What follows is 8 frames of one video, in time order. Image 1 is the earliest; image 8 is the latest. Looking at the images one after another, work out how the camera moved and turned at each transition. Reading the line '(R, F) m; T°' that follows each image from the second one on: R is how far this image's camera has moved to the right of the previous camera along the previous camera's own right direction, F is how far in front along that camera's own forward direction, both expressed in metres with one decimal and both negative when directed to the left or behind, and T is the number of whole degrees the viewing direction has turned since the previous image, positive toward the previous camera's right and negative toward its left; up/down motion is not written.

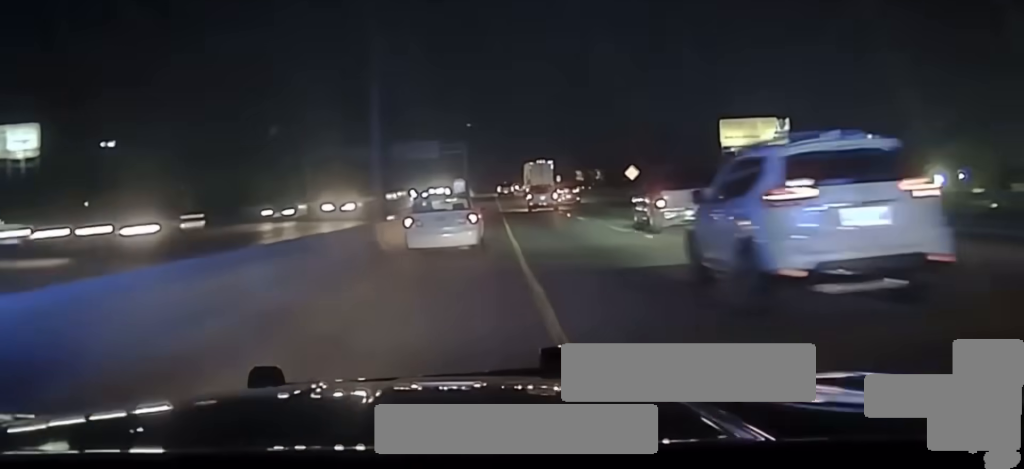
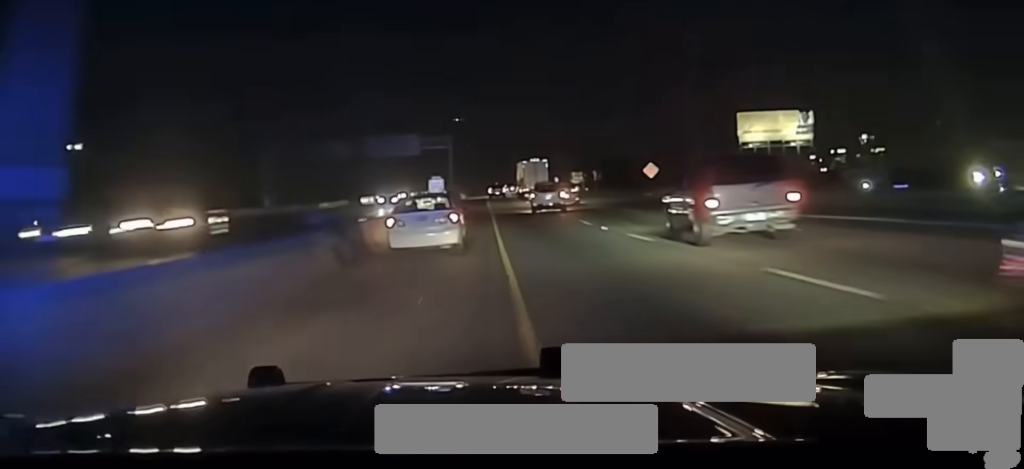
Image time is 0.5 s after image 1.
(-0.1, +18.8) m; 0°
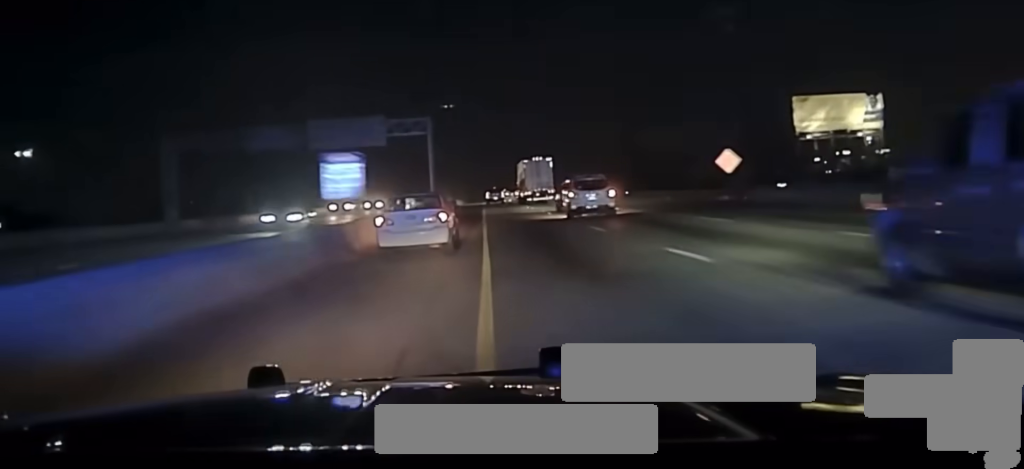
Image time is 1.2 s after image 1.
(-0.3, +30.3) m; 0°
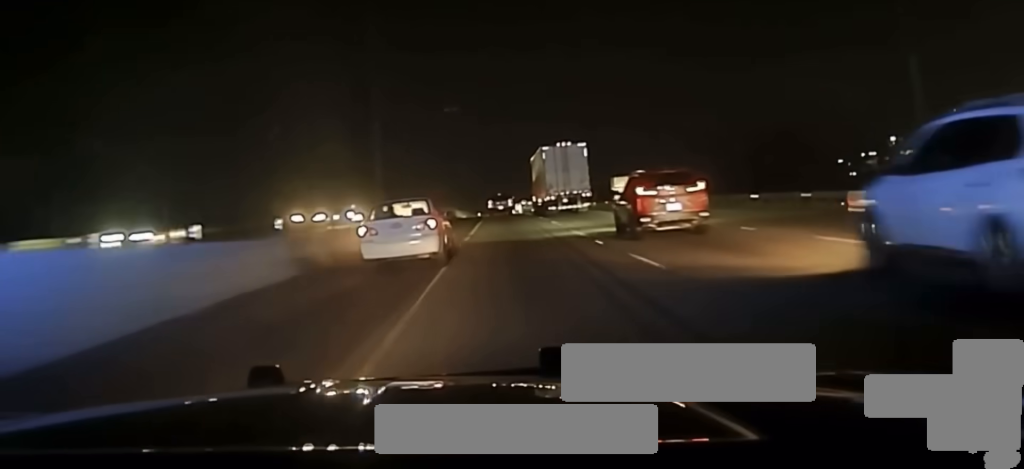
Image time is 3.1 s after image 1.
(+1.5, +75.5) m; +1°
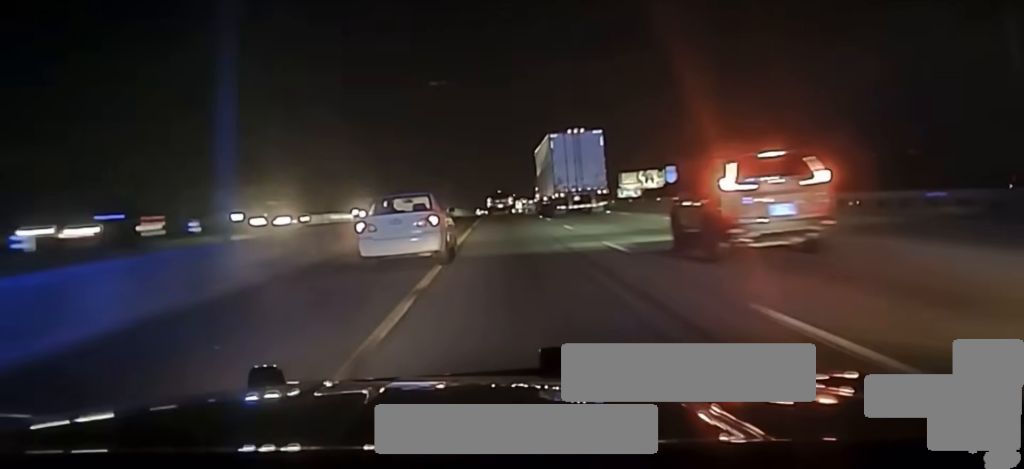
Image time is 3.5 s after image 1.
(-0.3, +20.1) m; -1°
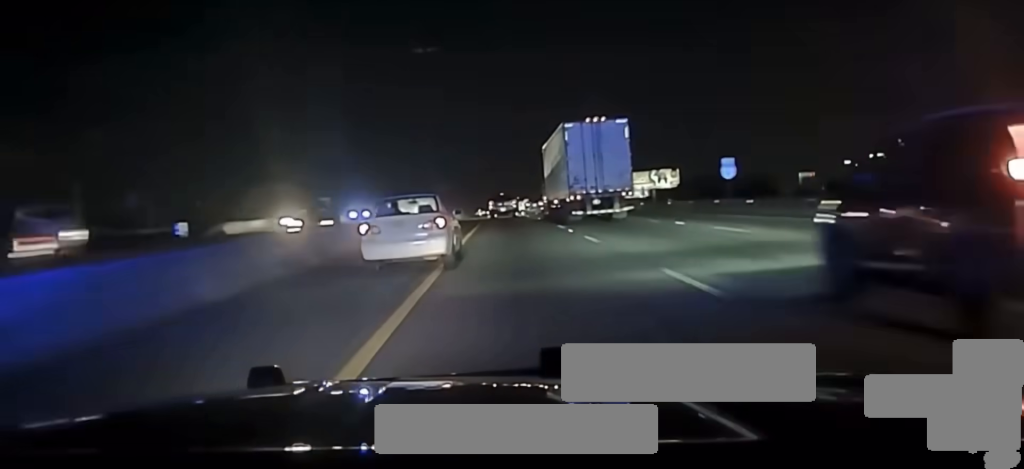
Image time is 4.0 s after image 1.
(-0.3, +20.1) m; -1°
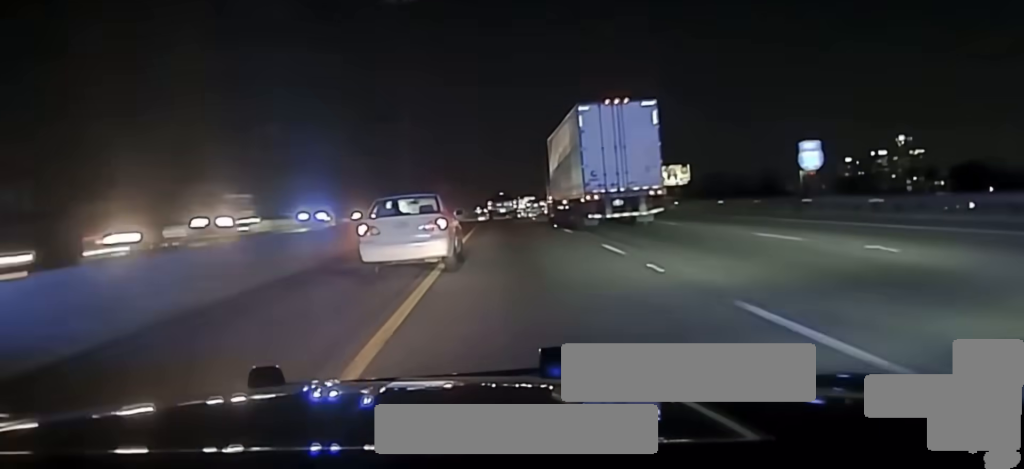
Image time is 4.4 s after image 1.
(0.0, +16.7) m; 0°
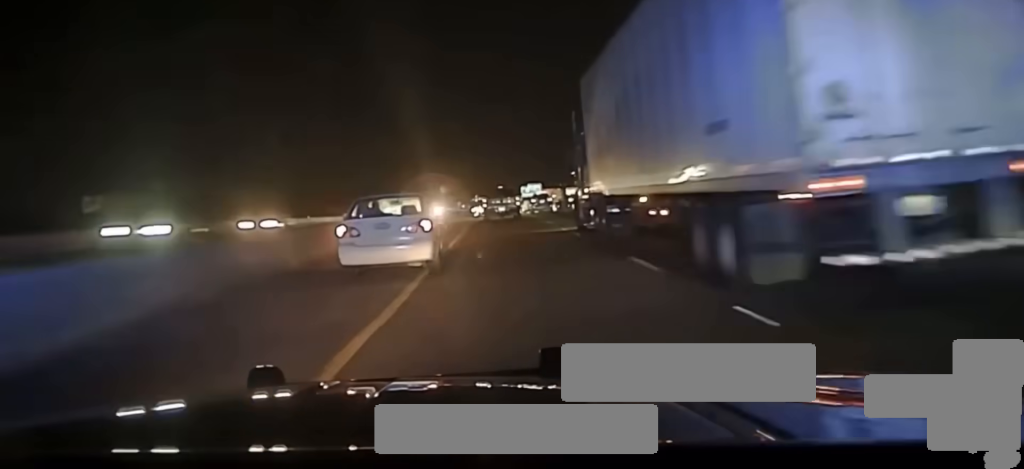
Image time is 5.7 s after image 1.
(+0.4, +52.9) m; +1°
